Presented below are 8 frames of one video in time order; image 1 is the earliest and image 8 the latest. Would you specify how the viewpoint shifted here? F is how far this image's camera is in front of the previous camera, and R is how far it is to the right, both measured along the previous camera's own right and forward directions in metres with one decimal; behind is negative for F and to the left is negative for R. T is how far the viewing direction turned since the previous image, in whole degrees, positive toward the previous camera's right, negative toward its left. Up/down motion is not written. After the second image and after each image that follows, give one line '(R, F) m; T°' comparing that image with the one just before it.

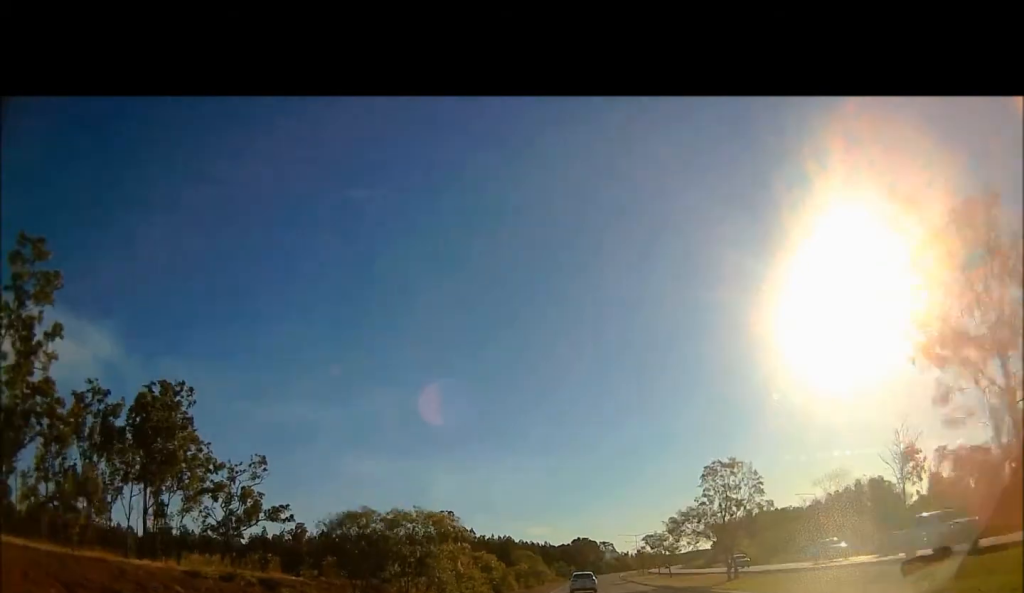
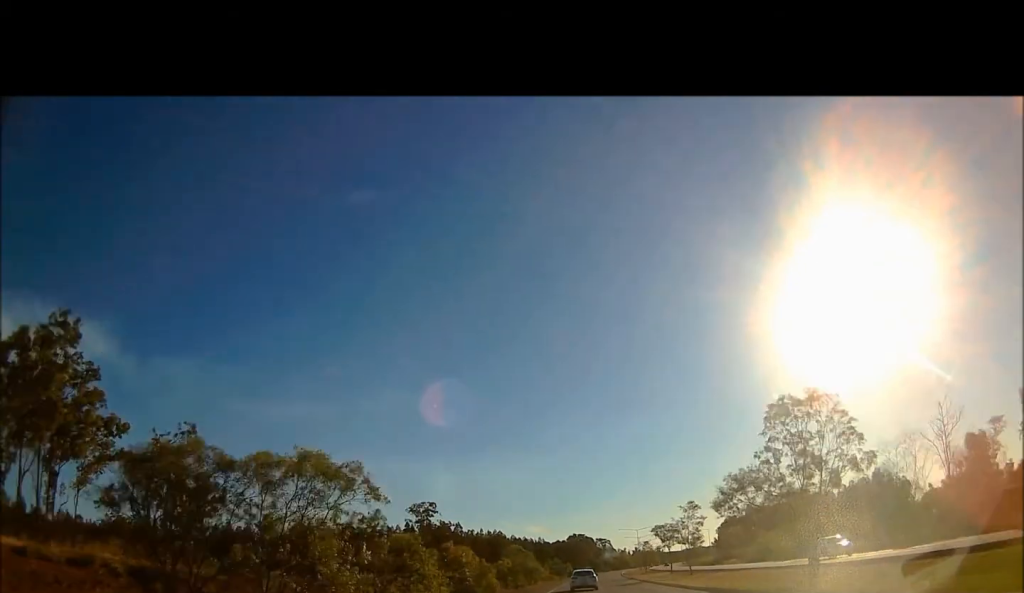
(+0.2, +14.5) m; +1°
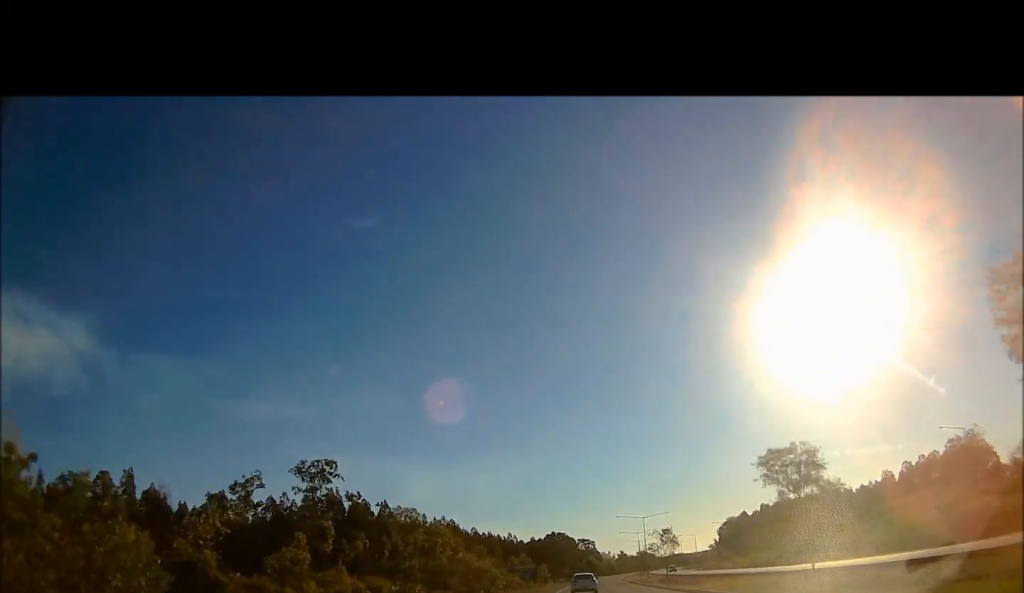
(+0.6, +49.3) m; +2°
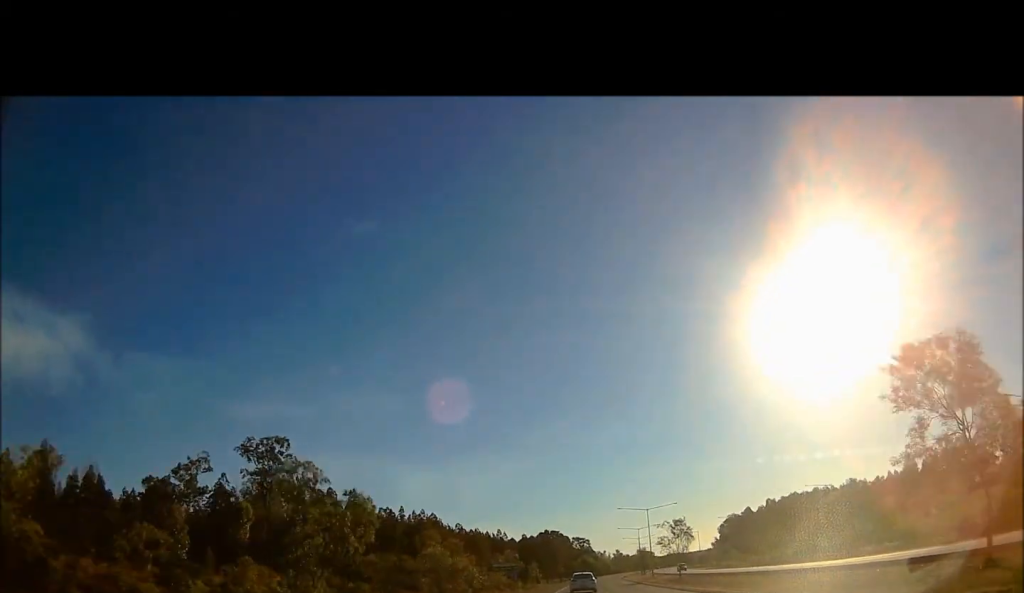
(-0.2, +14.3) m; +2°
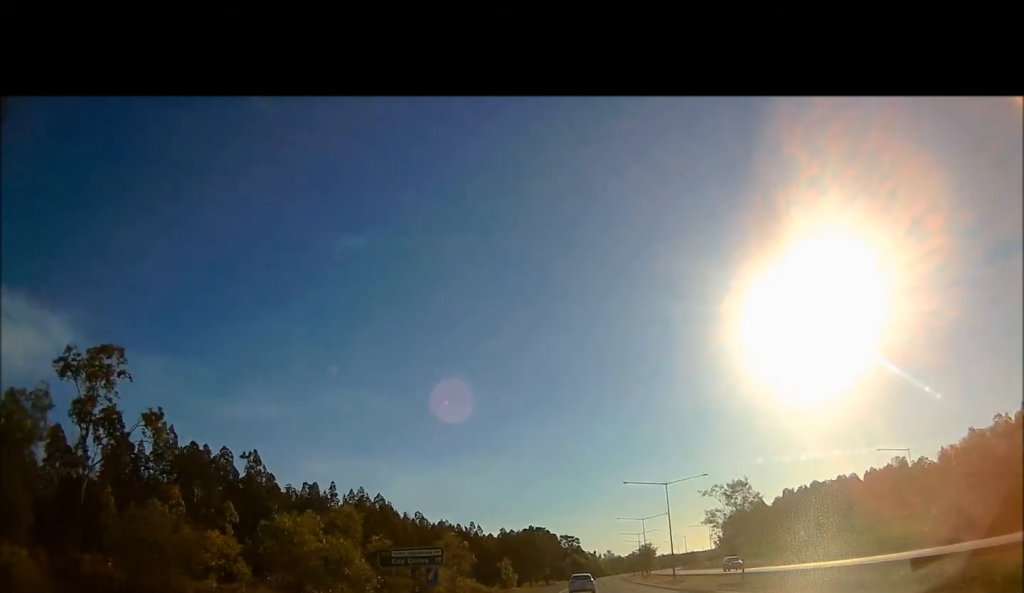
(+1.4, +31.8) m; 0°
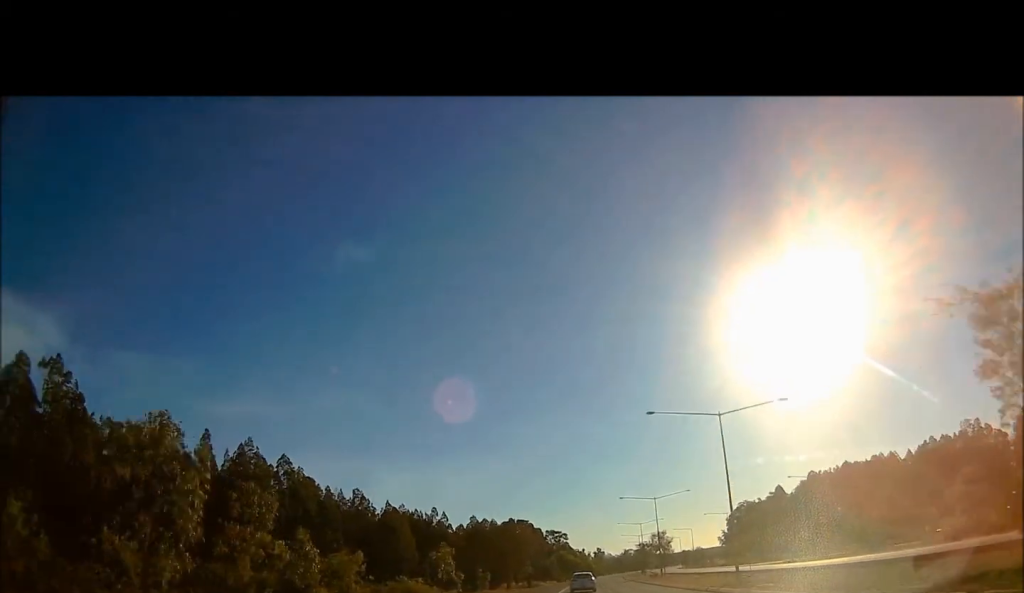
(-1.1, +33.7) m; 0°
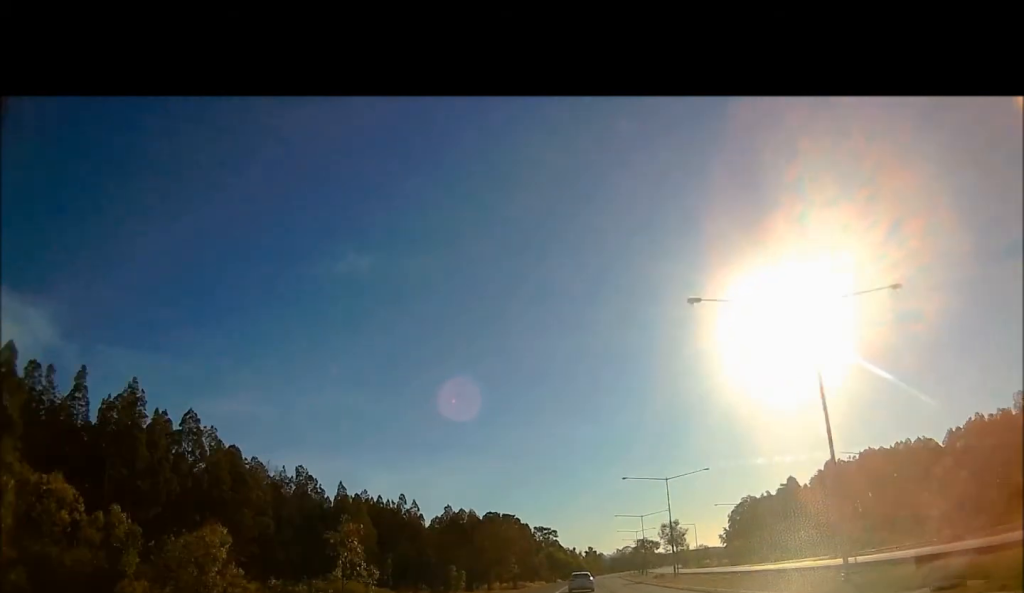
(+0.8, +19.6) m; +2°
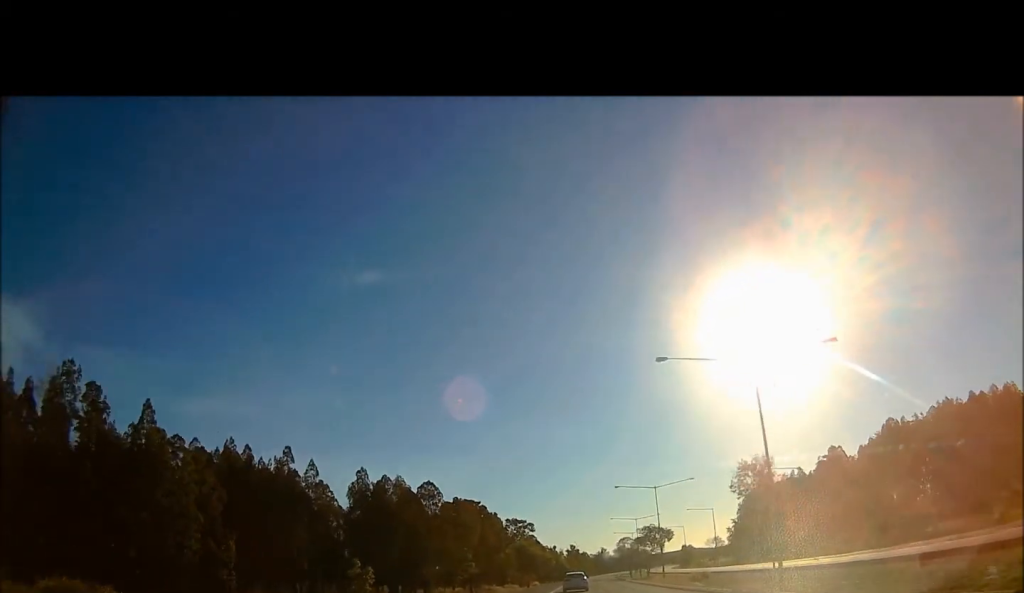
(+0.5, +43.1) m; +1°
